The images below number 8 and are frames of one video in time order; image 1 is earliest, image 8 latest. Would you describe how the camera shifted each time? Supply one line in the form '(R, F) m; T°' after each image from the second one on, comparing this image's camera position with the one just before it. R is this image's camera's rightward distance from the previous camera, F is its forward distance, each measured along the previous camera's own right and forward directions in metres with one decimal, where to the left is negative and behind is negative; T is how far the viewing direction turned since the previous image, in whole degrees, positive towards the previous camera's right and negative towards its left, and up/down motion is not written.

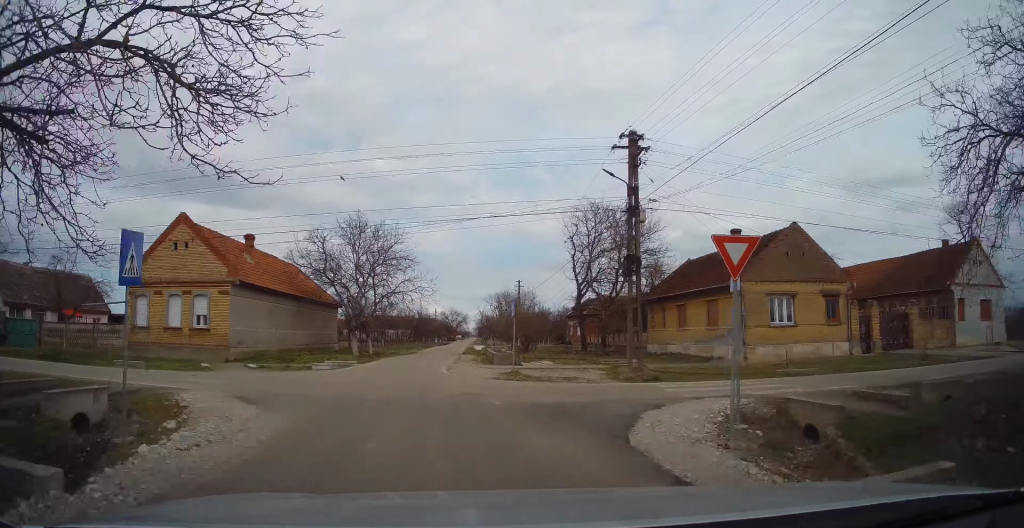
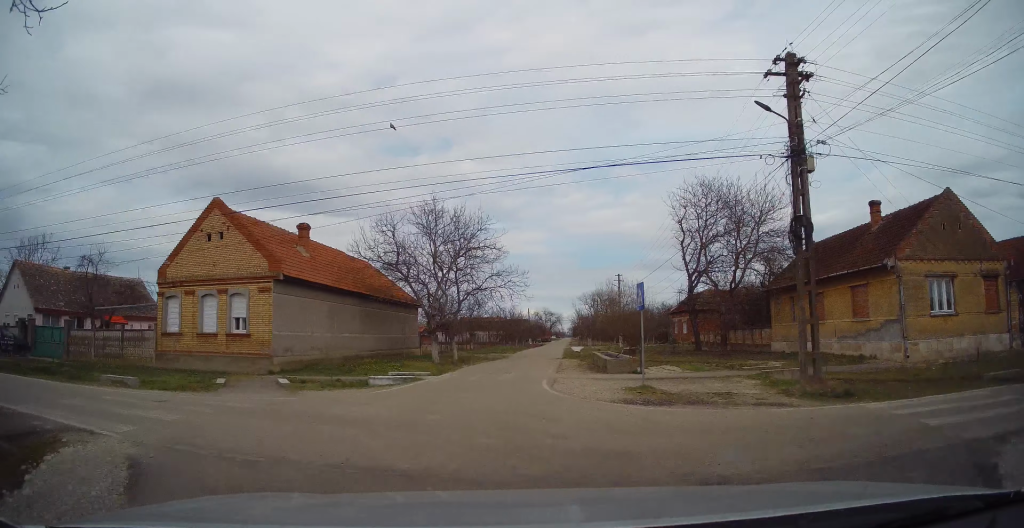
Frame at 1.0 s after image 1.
(-0.2, +6.7) m; -12°
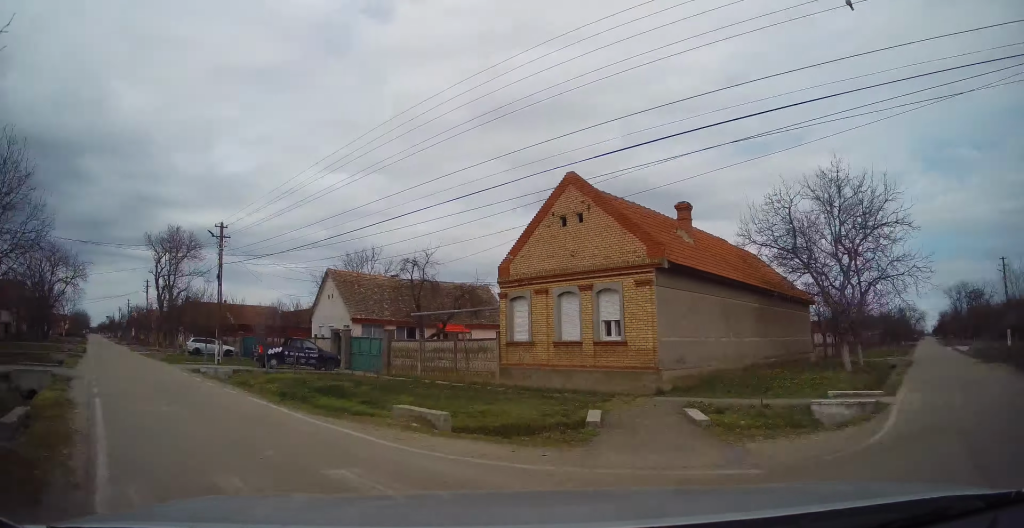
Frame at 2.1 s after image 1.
(-1.6, +6.2) m; -35°
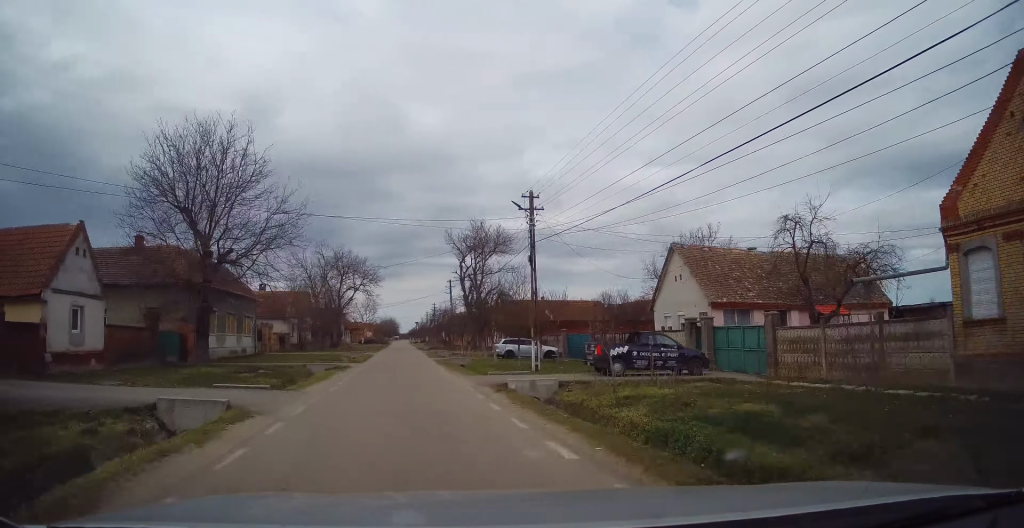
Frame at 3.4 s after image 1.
(-2.6, +6.6) m; -32°
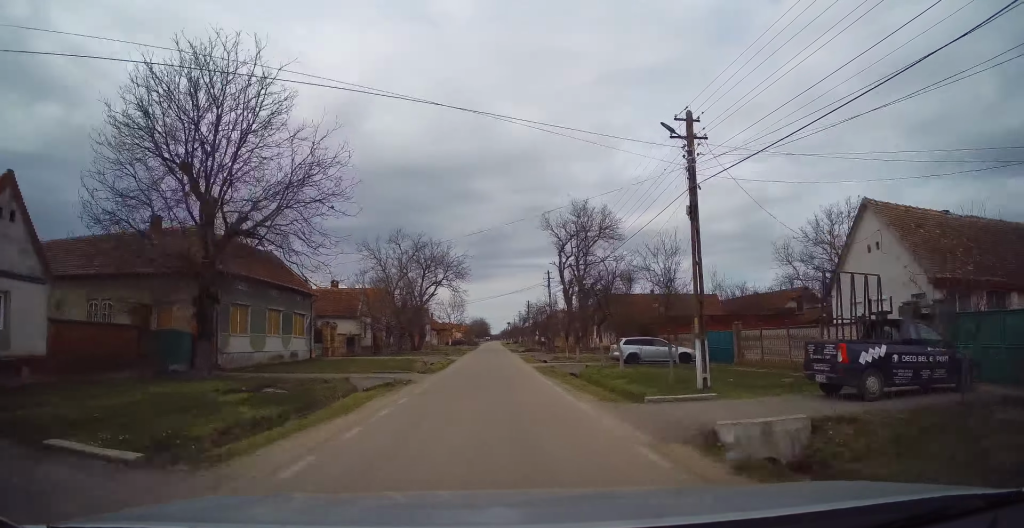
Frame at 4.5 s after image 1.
(-1.0, +7.7) m; -9°
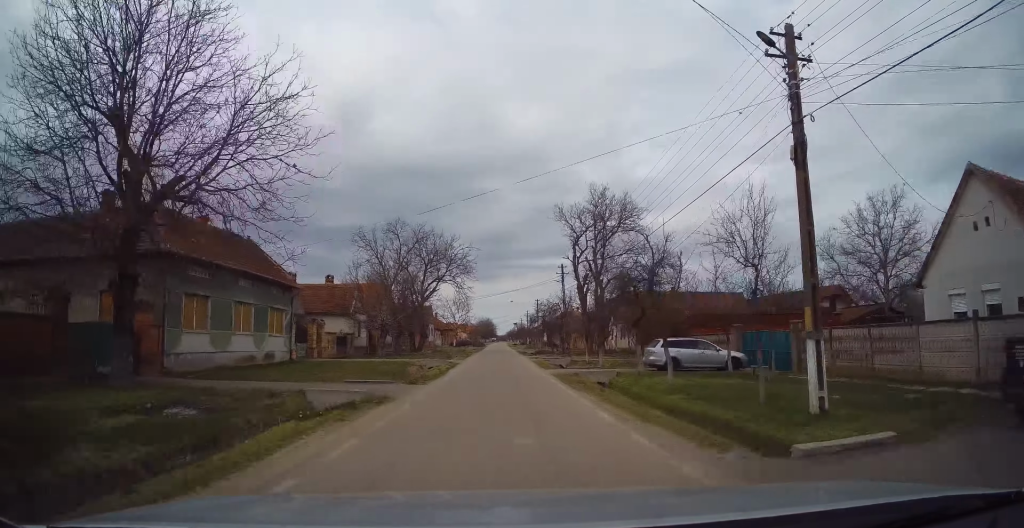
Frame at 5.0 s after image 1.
(-0.1, +4.6) m; -2°
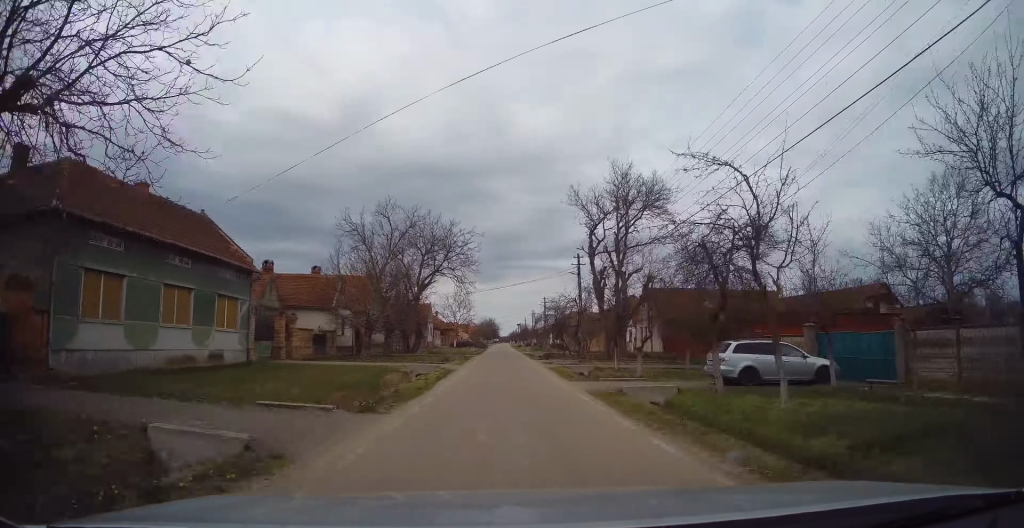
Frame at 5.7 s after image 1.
(+0.1, +5.9) m; -3°
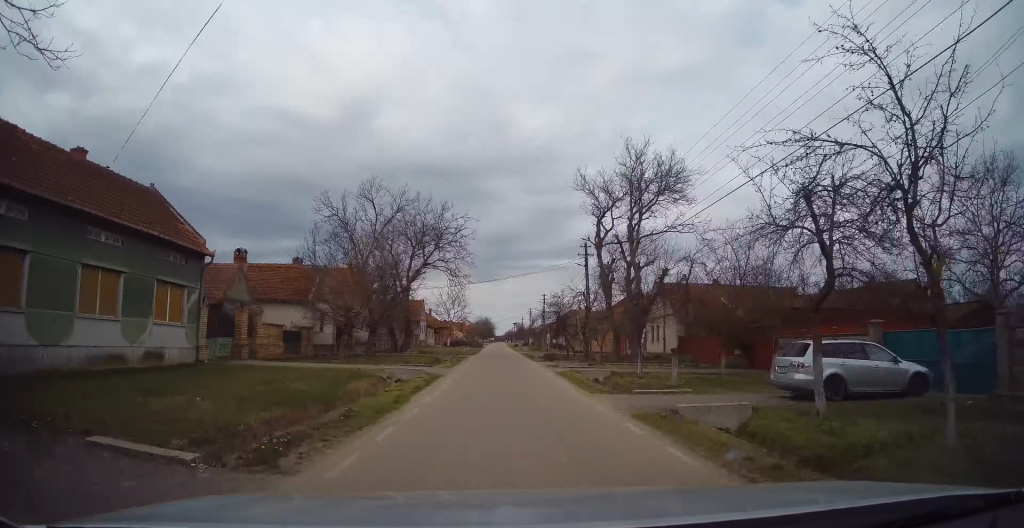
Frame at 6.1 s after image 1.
(-0.2, +4.3) m; 0°
